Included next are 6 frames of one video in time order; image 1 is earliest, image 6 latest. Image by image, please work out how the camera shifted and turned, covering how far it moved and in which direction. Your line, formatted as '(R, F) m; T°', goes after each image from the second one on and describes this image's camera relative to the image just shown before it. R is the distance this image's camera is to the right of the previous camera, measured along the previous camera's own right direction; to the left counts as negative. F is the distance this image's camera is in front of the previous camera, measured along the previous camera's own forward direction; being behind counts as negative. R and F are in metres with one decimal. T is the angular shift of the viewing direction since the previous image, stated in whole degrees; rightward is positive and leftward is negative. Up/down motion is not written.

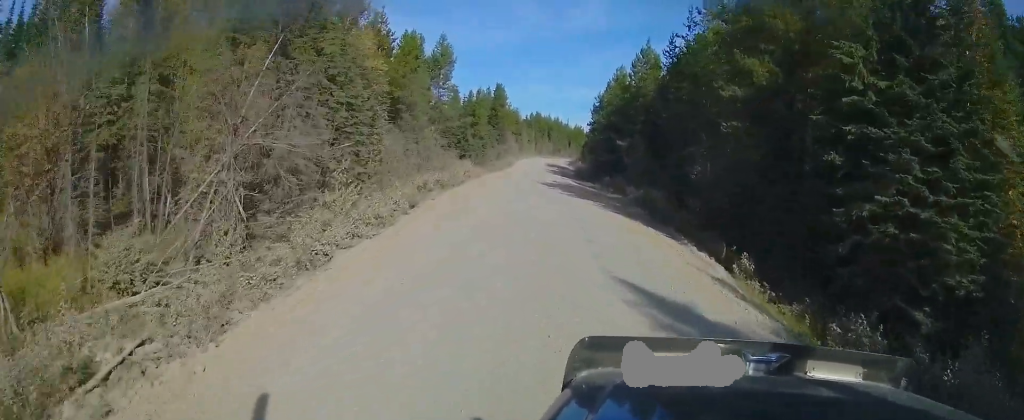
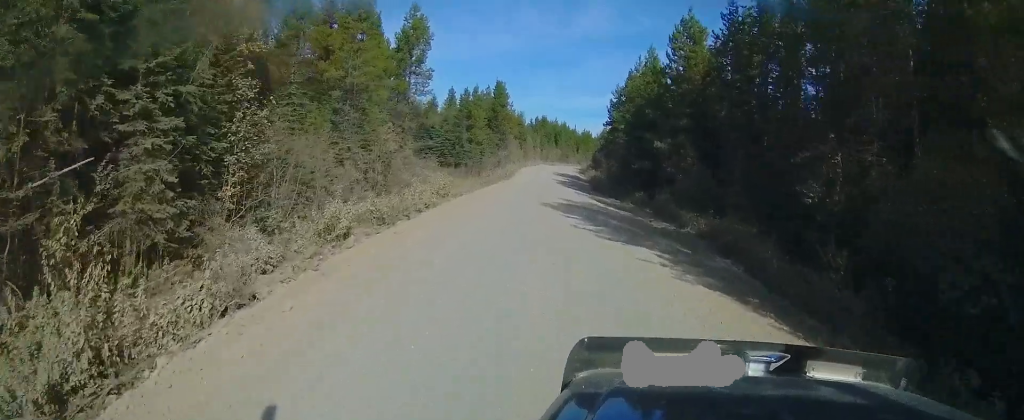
(0.0, +14.8) m; 0°
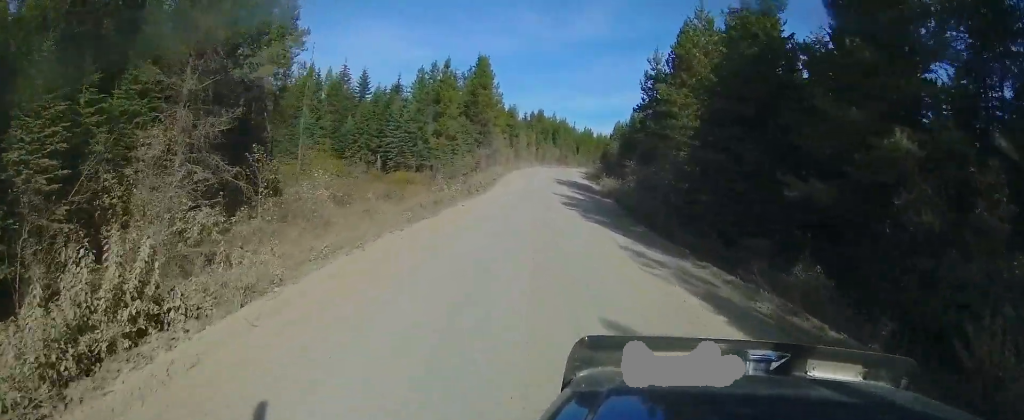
(-0.2, +26.7) m; 0°
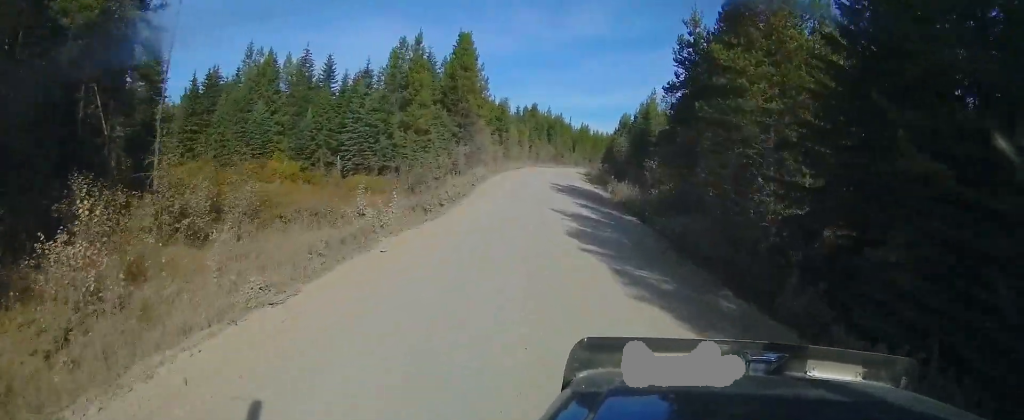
(+0.1, +14.0) m; 0°
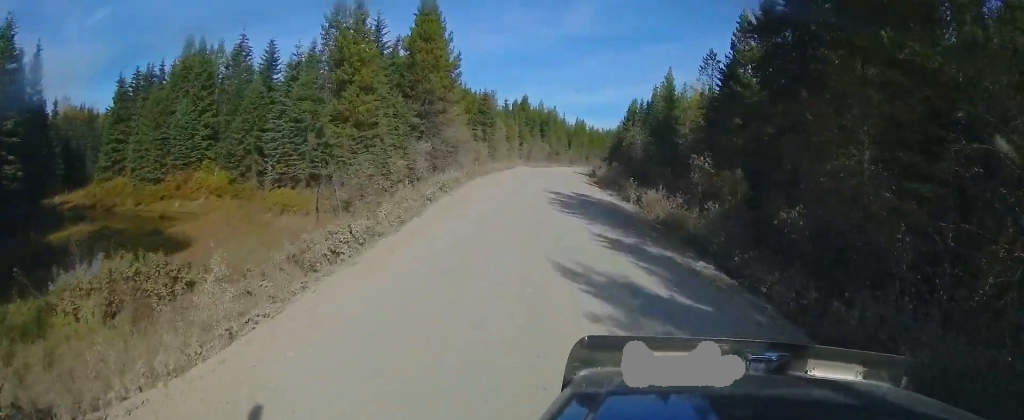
(-0.1, +16.2) m; -1°
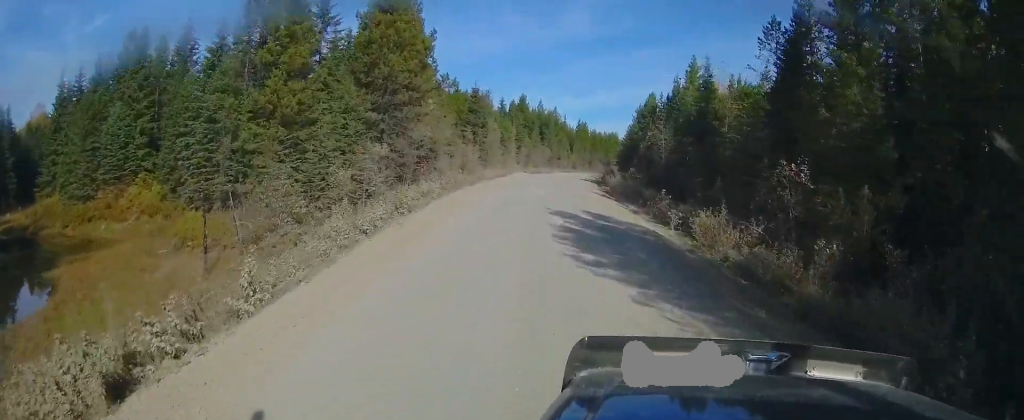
(-0.1, +11.5) m; 0°
